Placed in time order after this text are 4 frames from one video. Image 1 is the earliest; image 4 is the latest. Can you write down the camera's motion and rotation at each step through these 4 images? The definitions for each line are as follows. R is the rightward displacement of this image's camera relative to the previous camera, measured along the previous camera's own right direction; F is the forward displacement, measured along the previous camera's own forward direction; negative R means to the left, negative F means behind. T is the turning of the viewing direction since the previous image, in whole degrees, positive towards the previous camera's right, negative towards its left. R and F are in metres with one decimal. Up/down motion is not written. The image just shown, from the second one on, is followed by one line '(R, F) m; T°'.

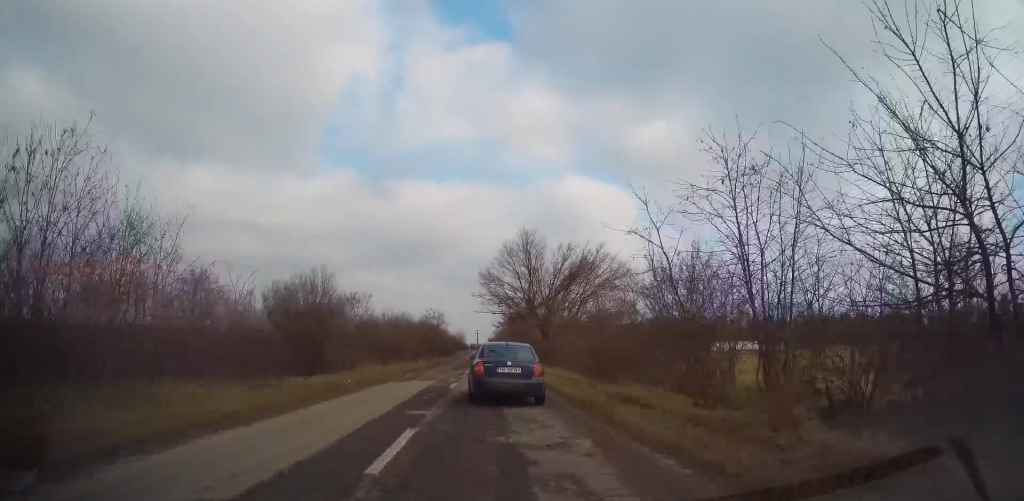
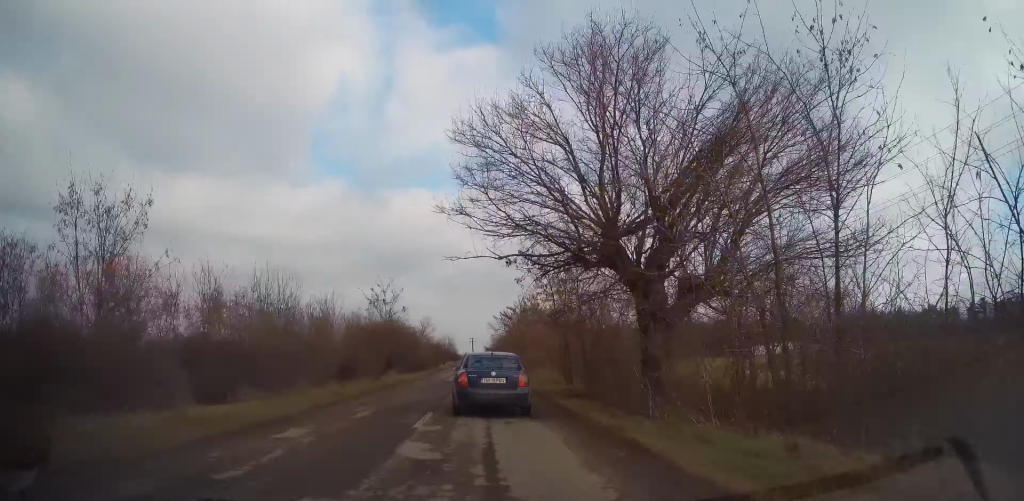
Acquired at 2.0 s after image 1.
(-0.3, +31.4) m; -1°
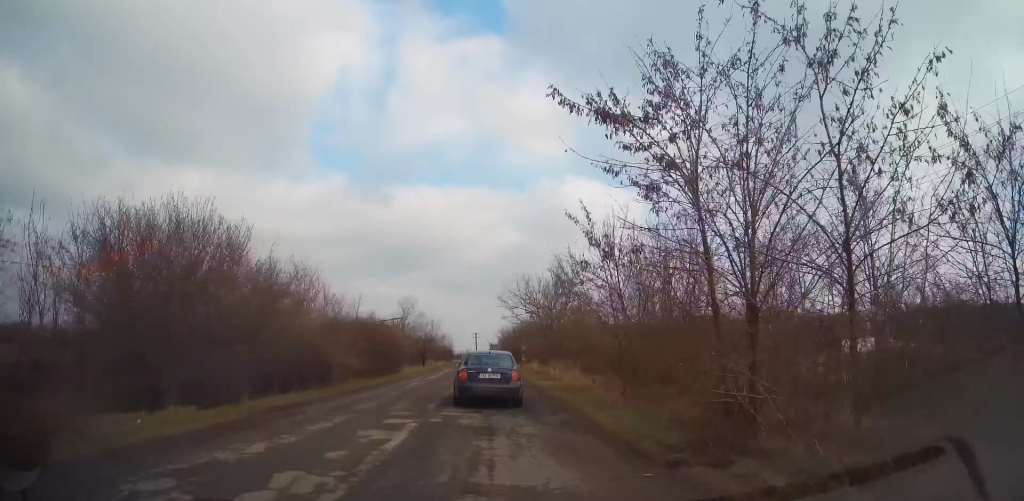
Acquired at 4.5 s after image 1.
(+0.7, +37.1) m; 0°
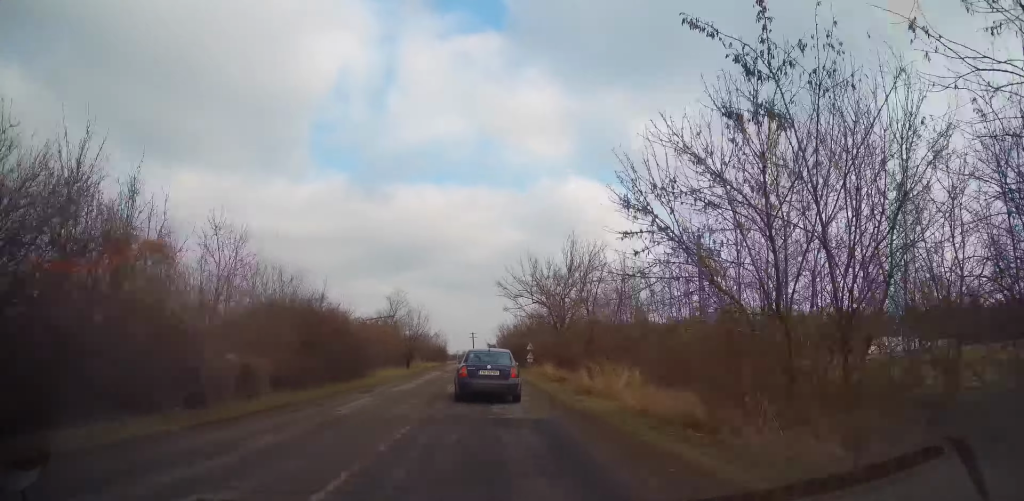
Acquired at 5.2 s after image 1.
(-0.1, +10.0) m; 0°
